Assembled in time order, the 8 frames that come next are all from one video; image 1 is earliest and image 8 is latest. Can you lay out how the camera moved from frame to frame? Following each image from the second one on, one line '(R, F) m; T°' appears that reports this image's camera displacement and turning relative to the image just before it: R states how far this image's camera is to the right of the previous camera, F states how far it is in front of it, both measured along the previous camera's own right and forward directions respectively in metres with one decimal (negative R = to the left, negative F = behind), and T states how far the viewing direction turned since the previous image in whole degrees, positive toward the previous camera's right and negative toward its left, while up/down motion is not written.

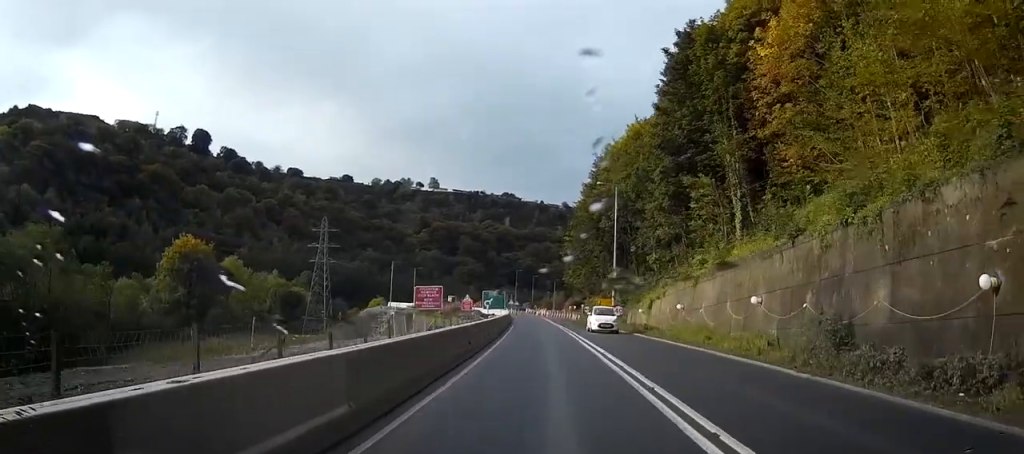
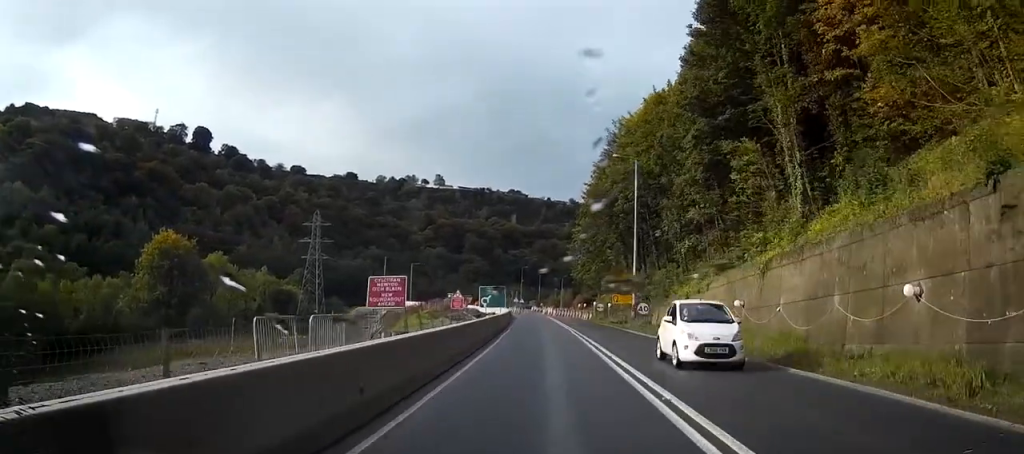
(-0.2, +11.5) m; -2°
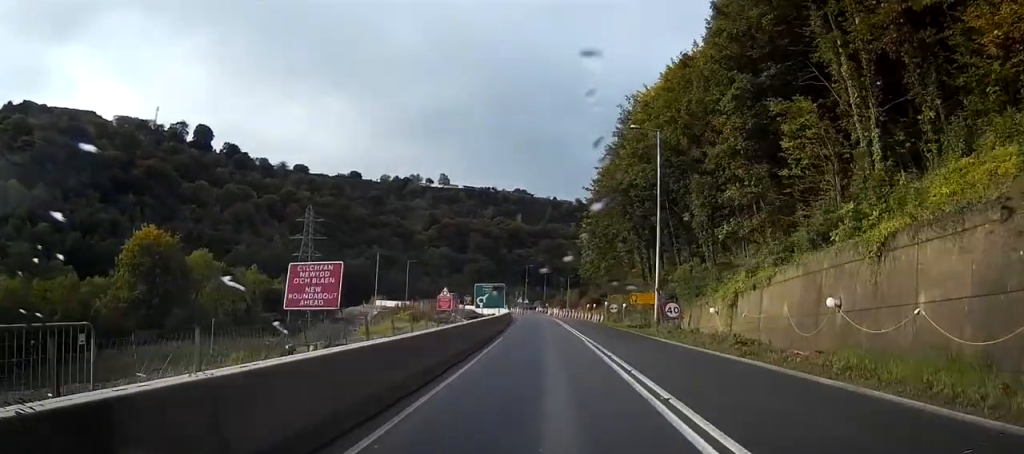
(-0.1, +9.6) m; -1°
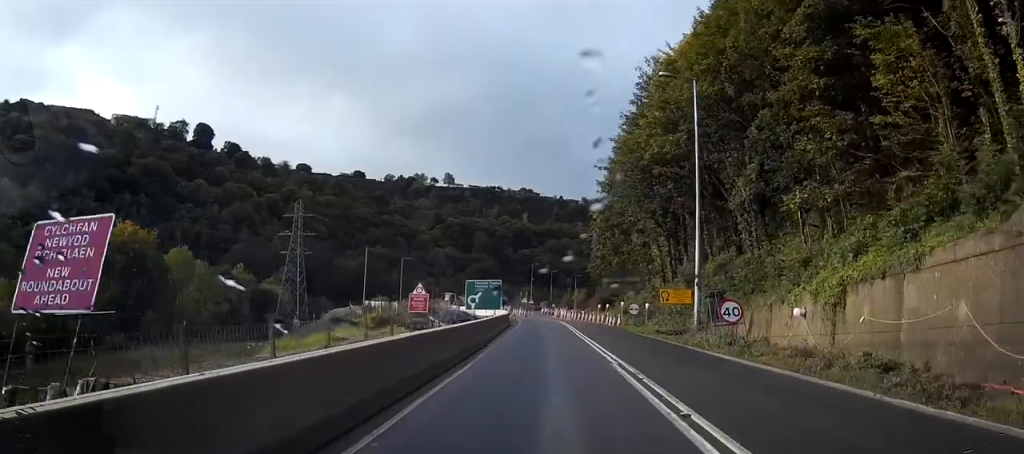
(0.0, +11.1) m; 0°
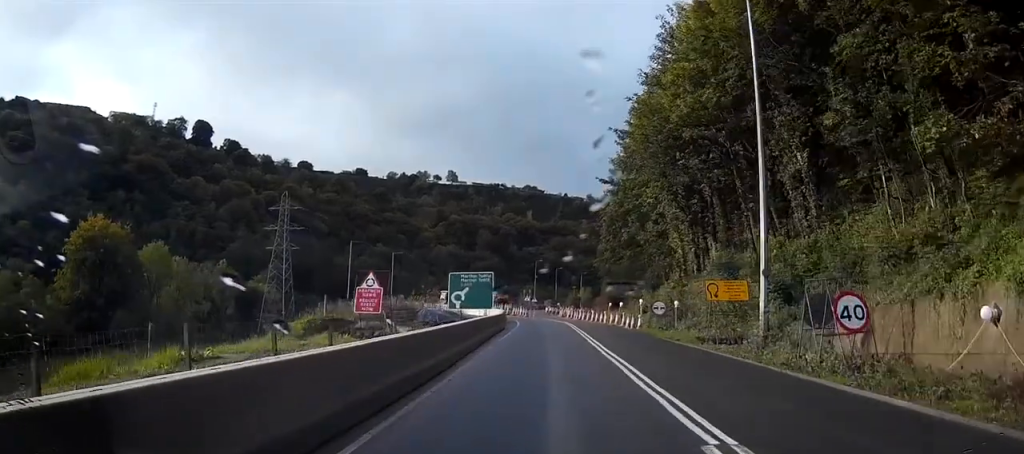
(0.0, +10.7) m; 0°
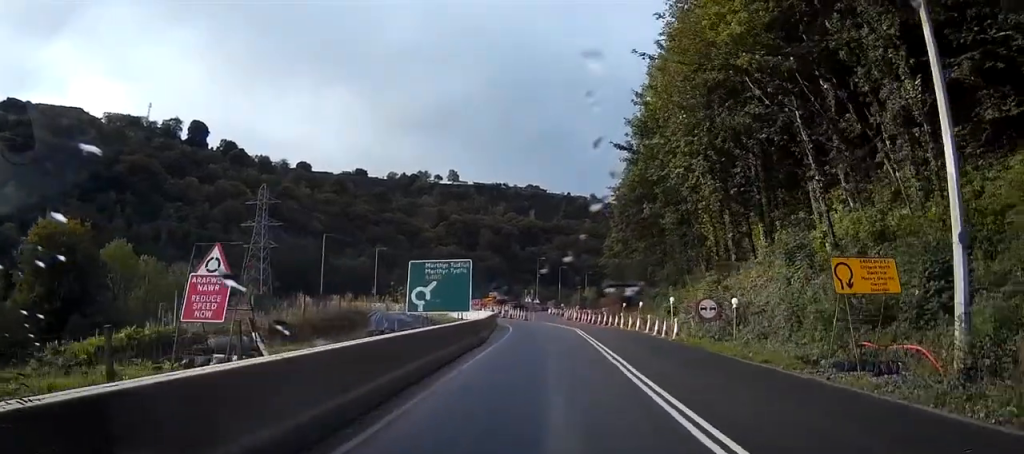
(0.0, +12.8) m; 0°
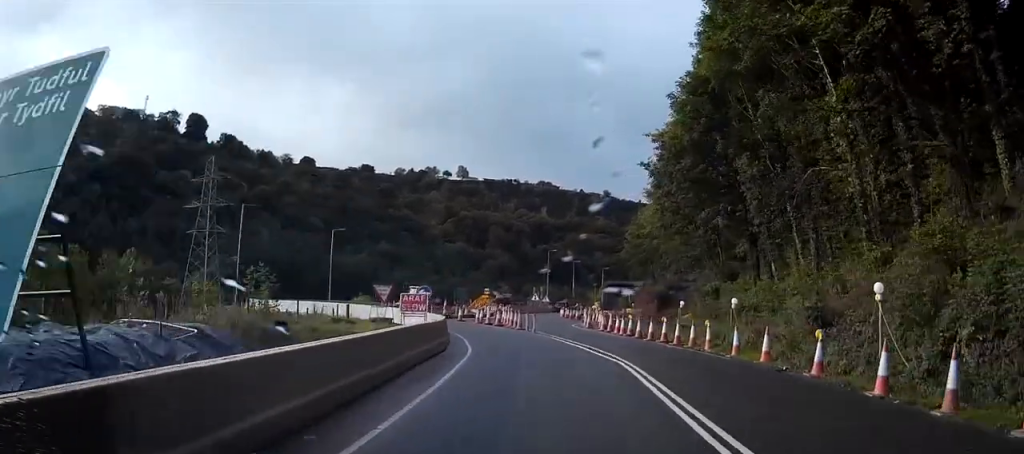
(0.0, +26.2) m; -1°
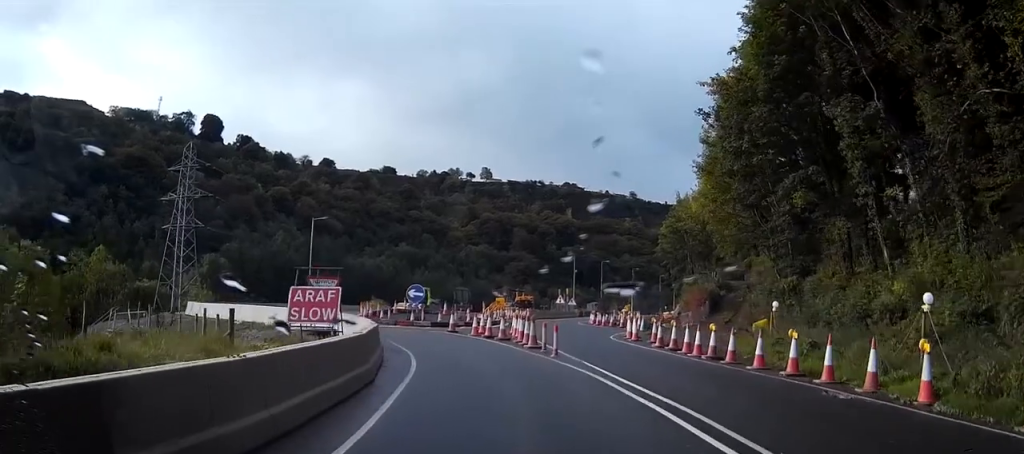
(-0.2, +14.3) m; -2°
